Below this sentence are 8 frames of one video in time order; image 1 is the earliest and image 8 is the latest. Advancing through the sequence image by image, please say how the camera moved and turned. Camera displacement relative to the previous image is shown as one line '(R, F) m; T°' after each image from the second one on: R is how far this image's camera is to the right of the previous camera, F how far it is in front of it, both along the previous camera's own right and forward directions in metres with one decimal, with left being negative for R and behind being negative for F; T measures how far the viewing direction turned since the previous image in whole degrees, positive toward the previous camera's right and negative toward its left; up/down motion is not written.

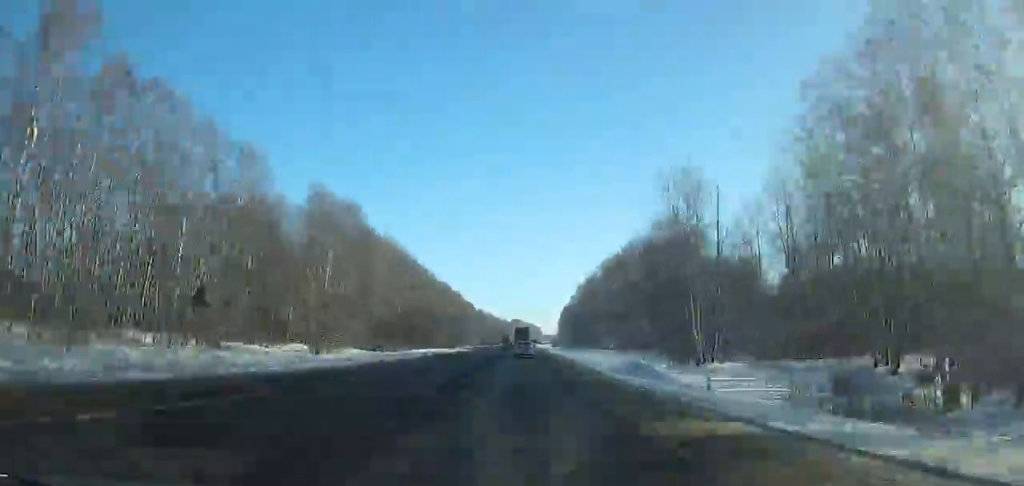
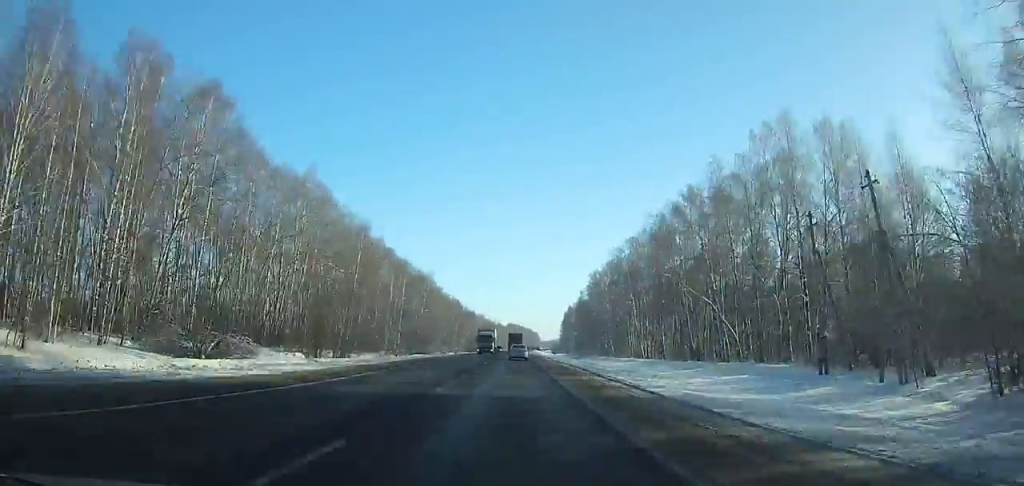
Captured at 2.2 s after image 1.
(+0.1, +53.1) m; 0°
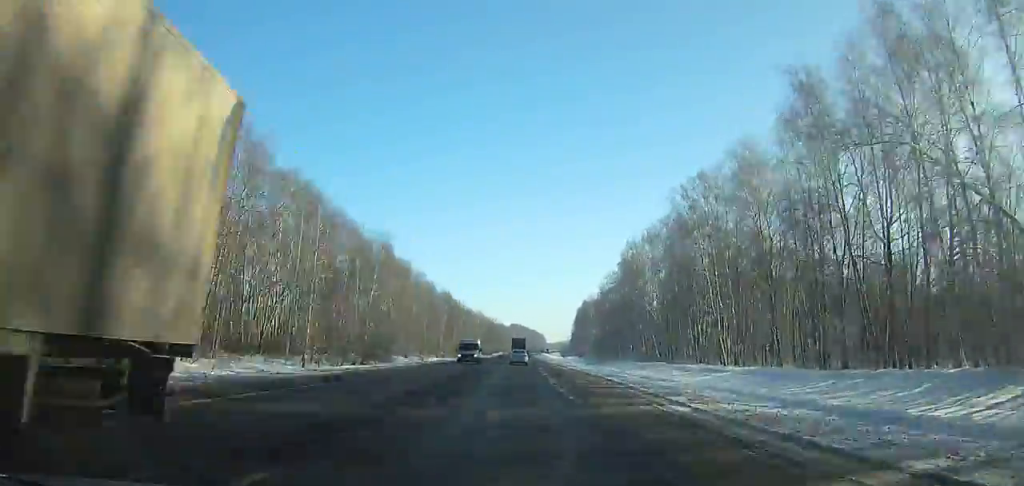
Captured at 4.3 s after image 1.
(0.0, +50.9) m; 0°
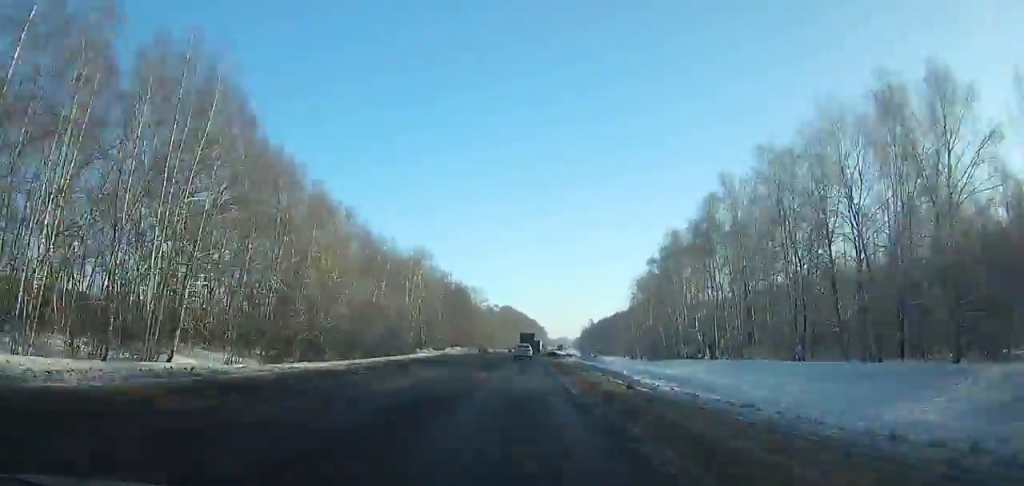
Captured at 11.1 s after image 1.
(+1.1, +166.3) m; +1°
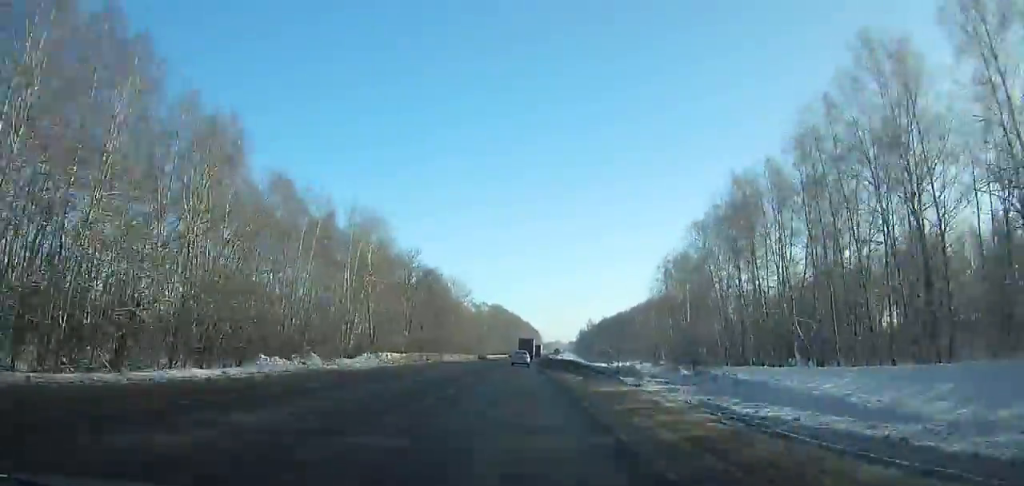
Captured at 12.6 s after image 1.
(+0.2, +36.6) m; 0°
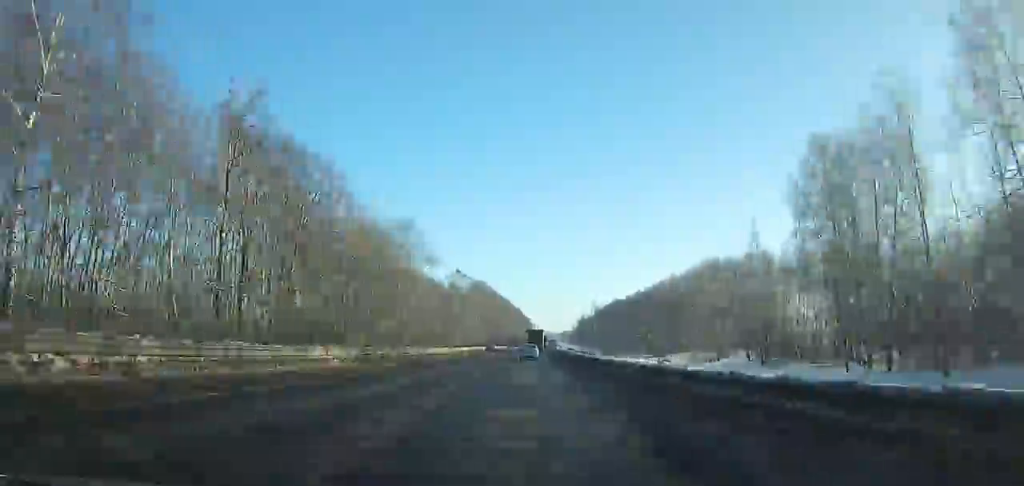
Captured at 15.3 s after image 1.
(-0.1, +65.6) m; +1°
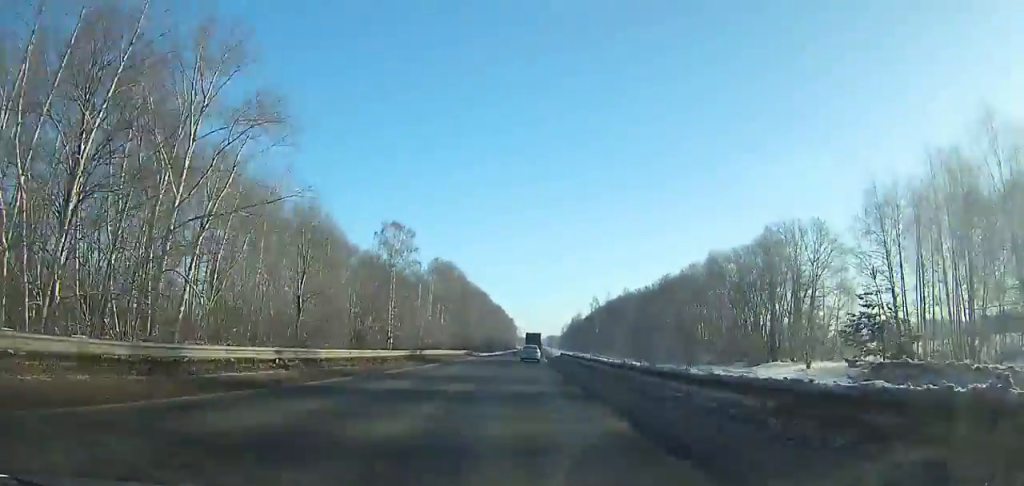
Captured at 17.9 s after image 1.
(+1.5, +62.5) m; +2°
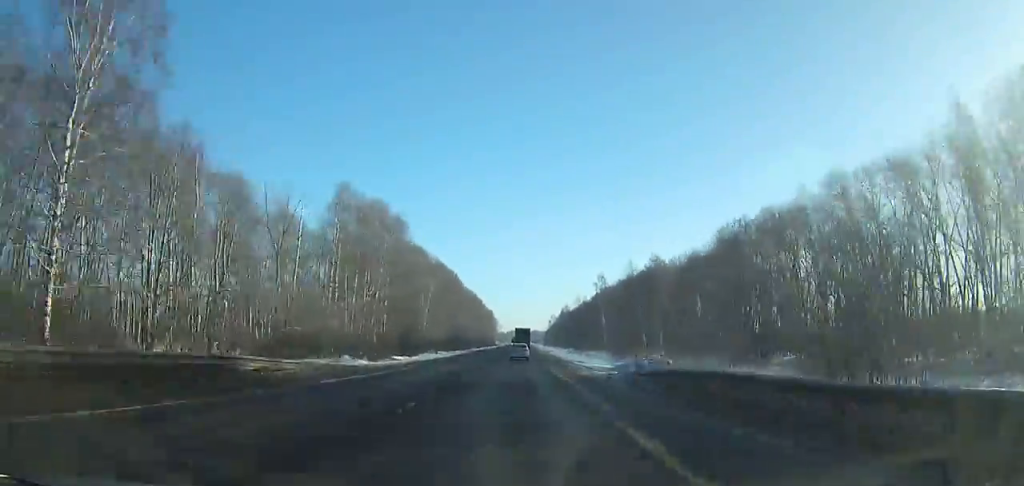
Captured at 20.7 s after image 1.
(+1.0, +67.0) m; +1°
